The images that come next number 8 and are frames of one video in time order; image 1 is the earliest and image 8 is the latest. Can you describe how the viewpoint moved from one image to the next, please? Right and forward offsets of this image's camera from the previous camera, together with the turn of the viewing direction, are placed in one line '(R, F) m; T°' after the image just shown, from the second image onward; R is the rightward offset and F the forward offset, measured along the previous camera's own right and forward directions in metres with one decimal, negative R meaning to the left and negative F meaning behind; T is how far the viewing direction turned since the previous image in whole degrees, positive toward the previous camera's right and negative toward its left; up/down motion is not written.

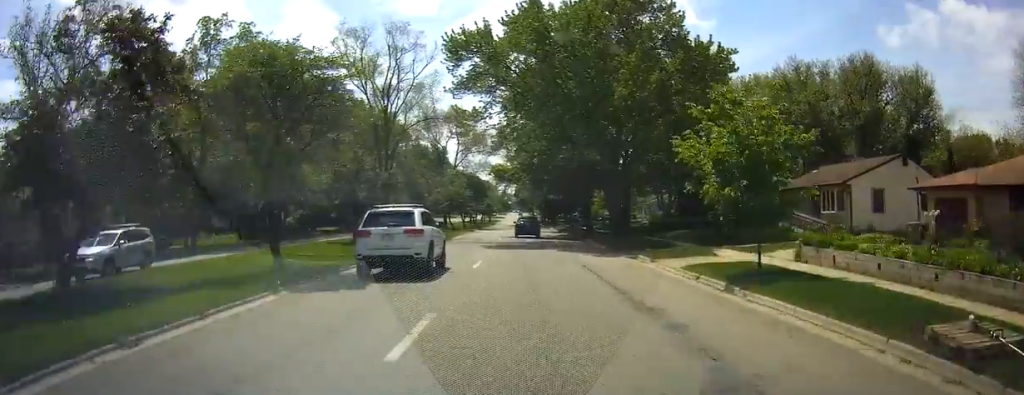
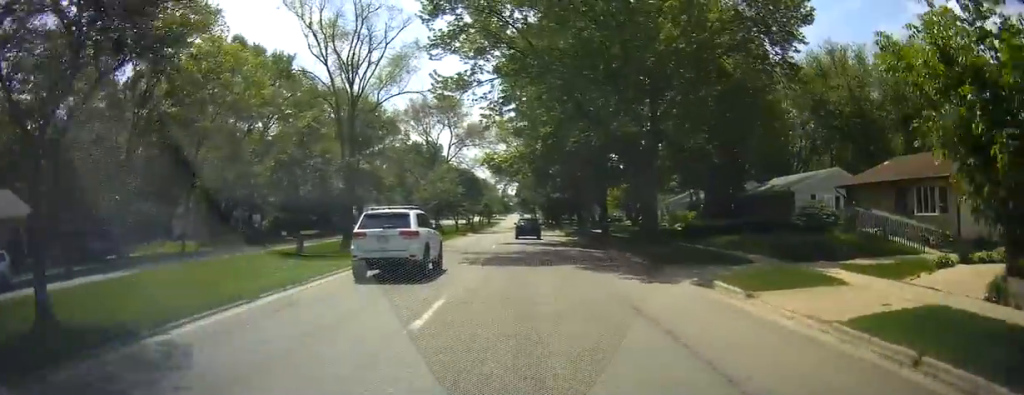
(-0.3, +10.0) m; -2°
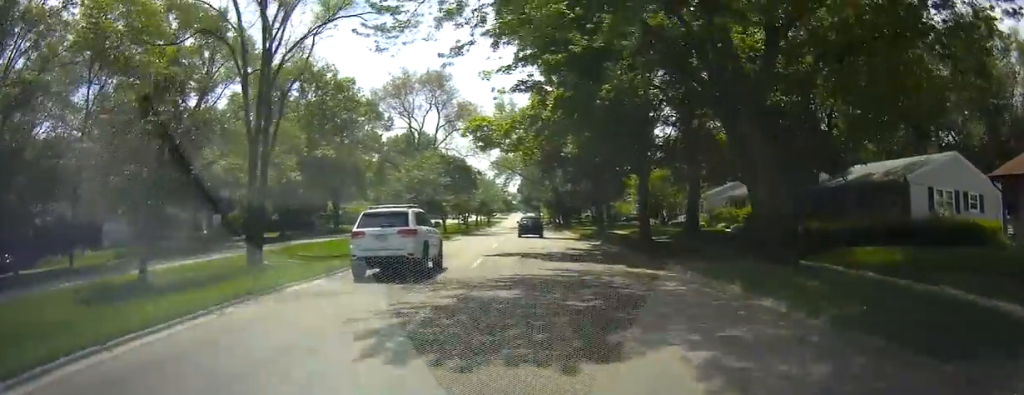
(-0.1, +13.7) m; 0°
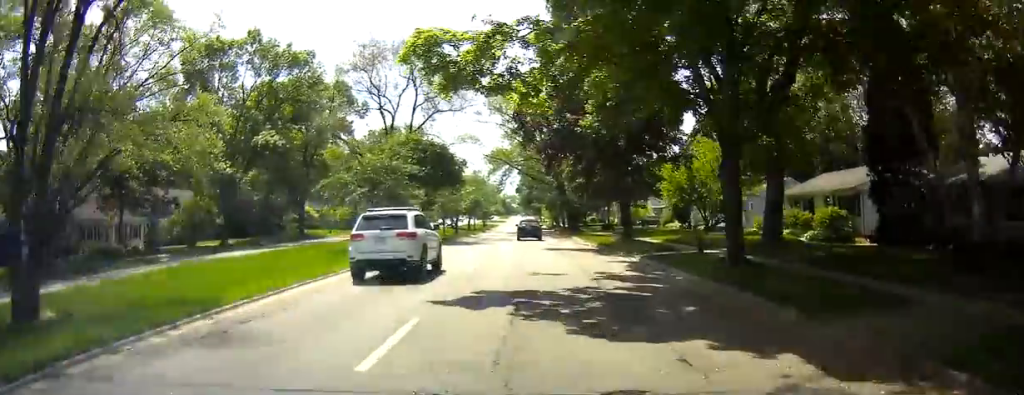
(0.0, +13.2) m; 0°
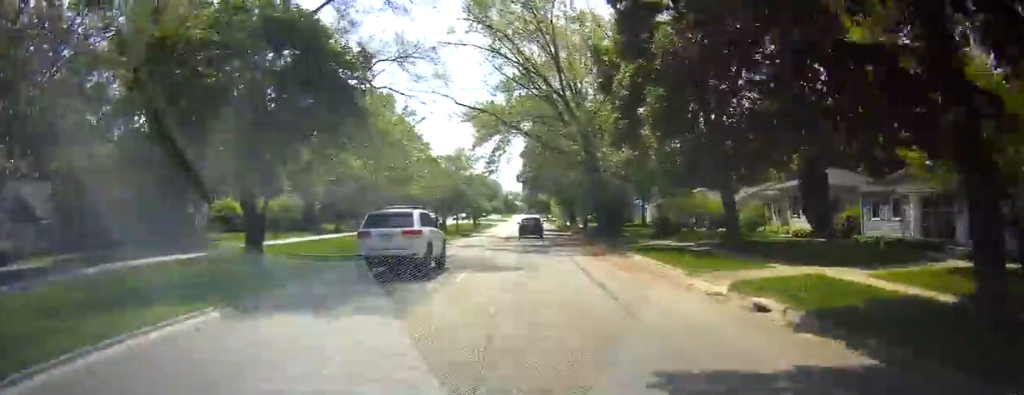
(0.0, +29.0) m; 0°
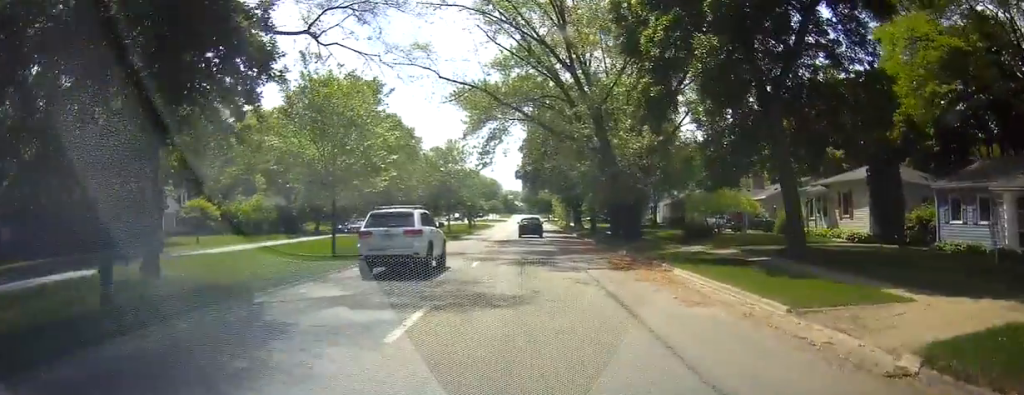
(0.0, +7.4) m; 0°
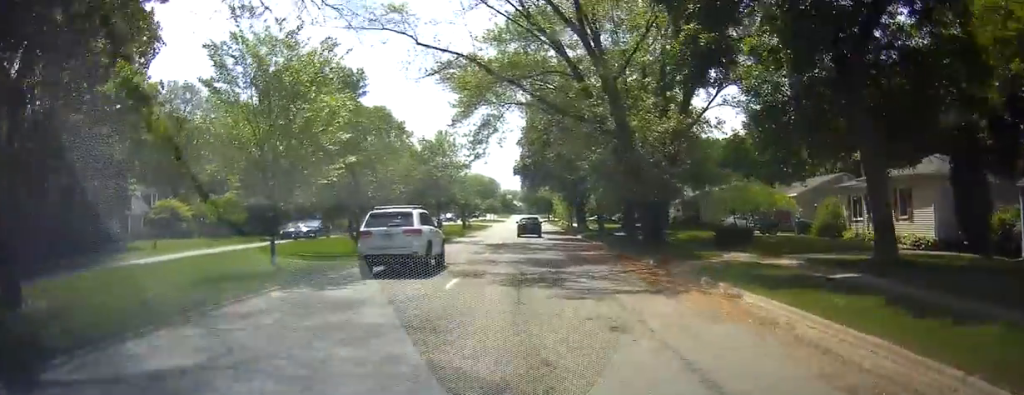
(0.0, +6.3) m; 0°
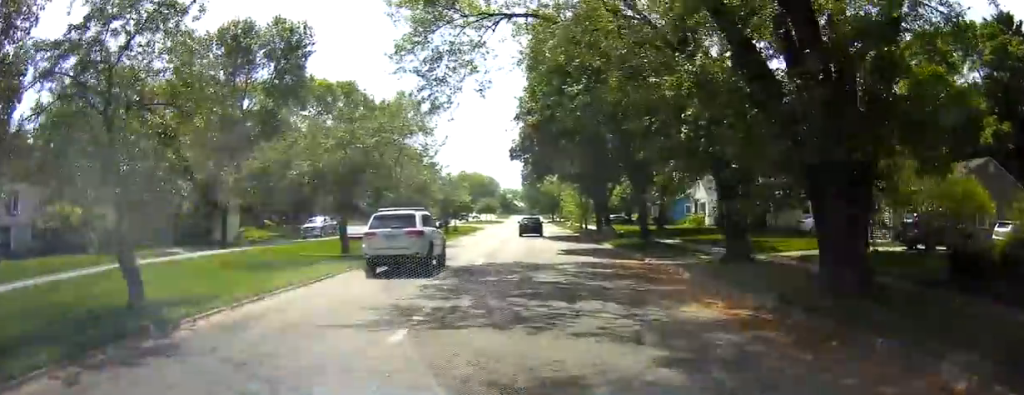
(0.0, +17.9) m; 0°
